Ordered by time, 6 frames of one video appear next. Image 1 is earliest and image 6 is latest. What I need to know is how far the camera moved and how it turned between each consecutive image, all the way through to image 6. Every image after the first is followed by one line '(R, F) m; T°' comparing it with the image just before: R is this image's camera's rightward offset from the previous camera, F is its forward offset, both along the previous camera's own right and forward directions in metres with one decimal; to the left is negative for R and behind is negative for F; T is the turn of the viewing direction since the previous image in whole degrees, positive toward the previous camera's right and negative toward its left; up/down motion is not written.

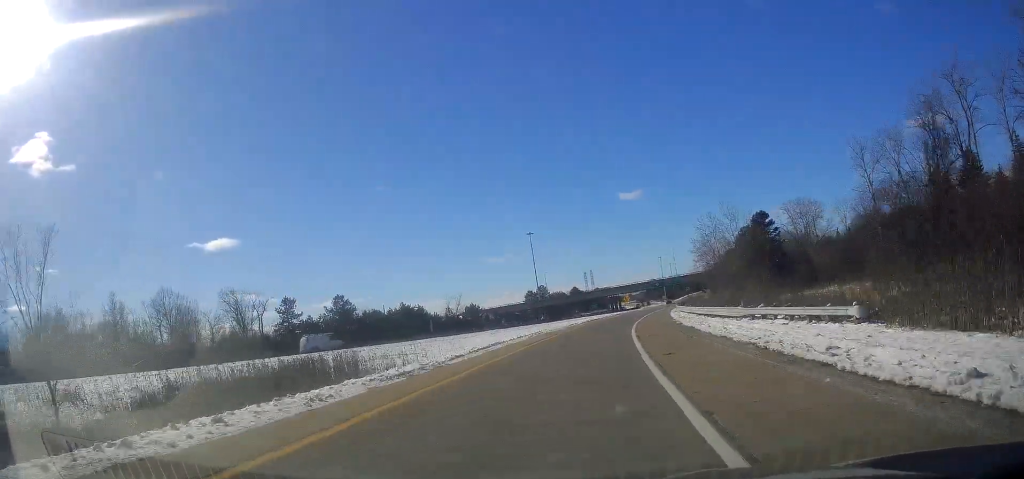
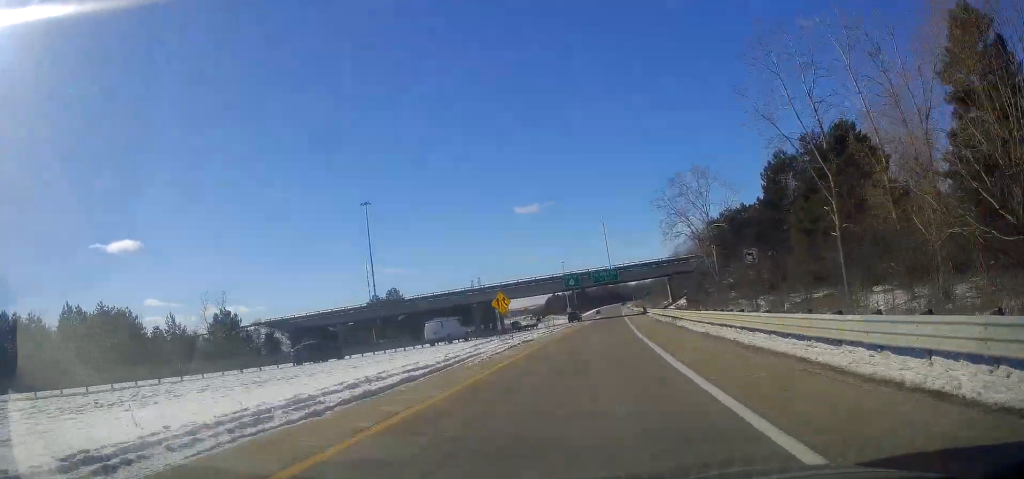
(+7.2, +79.9) m; +10°
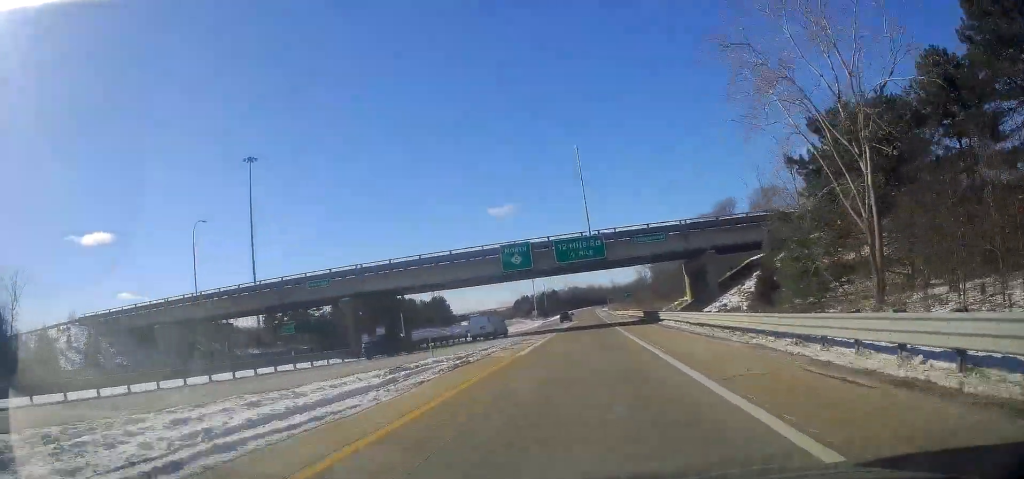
(+0.9, +41.5) m; +2°
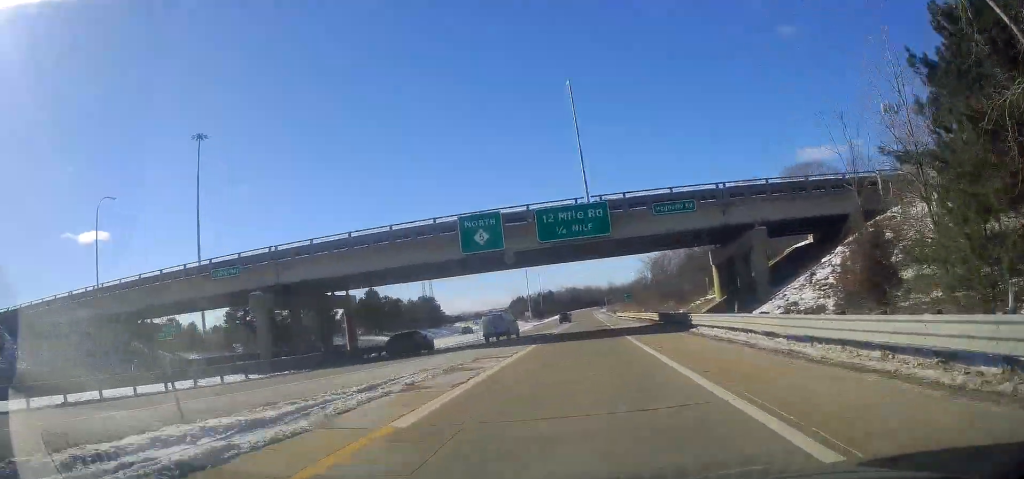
(0.0, +14.7) m; 0°
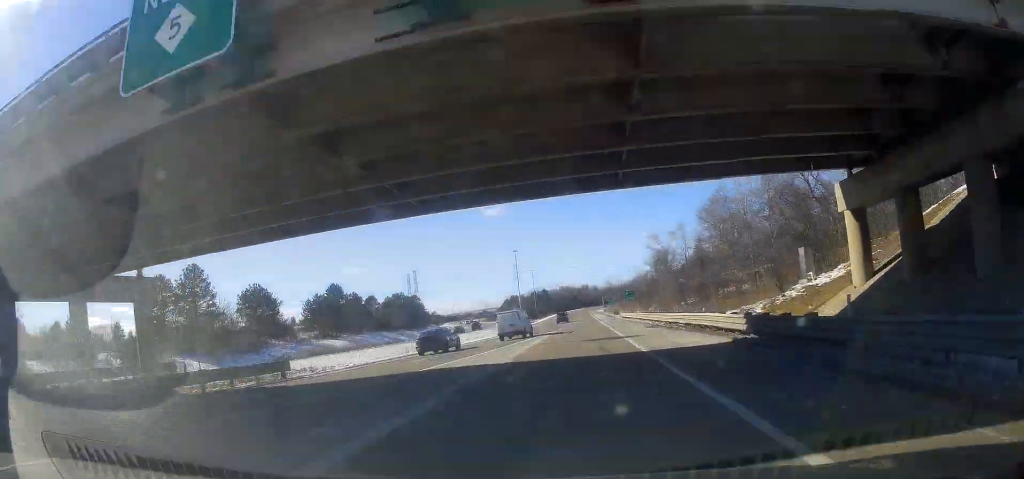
(0.0, +25.2) m; 0°
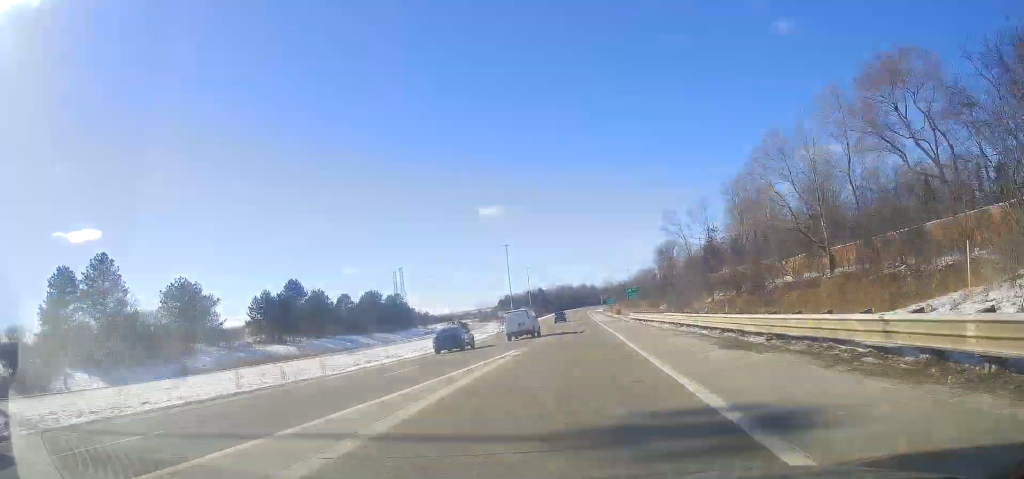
(0.0, +22.2) m; 0°
